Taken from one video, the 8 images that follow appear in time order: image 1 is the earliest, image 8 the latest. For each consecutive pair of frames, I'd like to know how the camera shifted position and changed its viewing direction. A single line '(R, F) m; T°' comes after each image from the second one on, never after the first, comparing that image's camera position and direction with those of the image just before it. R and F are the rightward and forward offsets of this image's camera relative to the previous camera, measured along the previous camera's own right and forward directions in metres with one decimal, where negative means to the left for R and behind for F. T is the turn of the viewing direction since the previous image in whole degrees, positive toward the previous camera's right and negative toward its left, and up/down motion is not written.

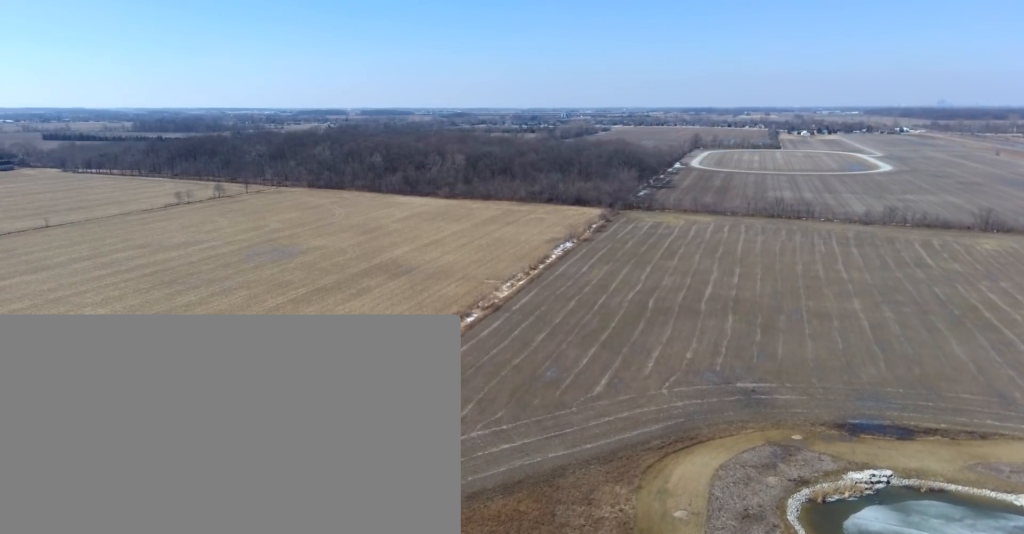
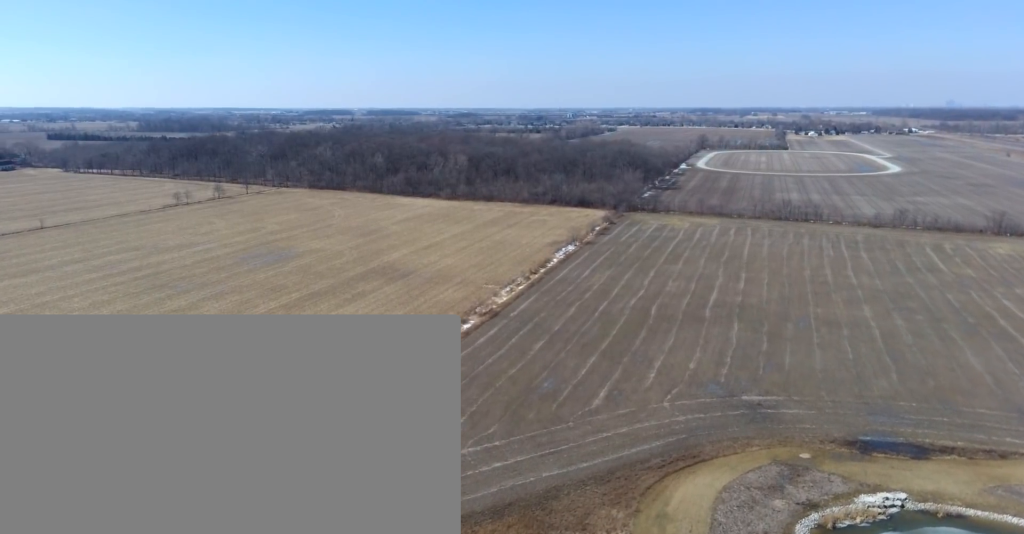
(0.0, +7.2) m; 0°
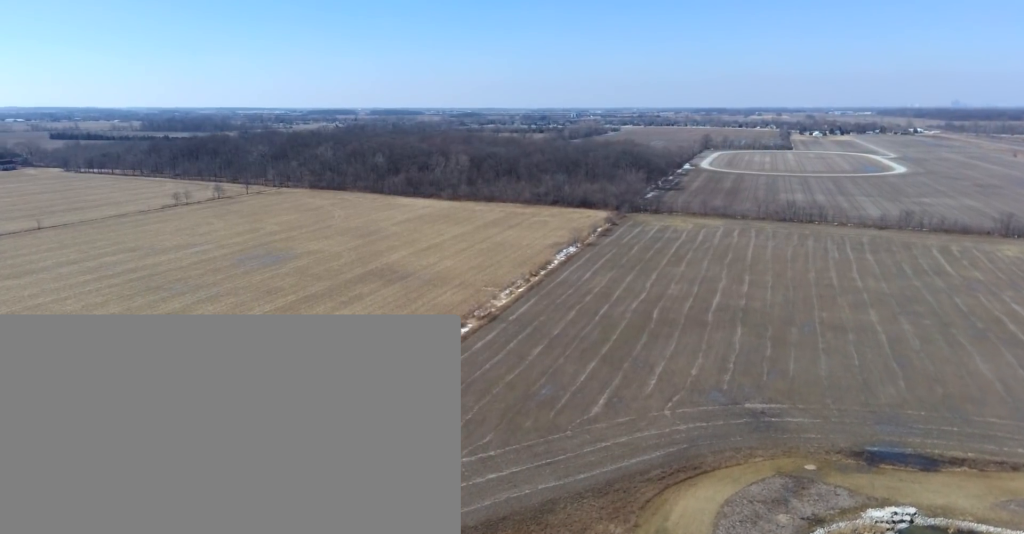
(0.0, +4.0) m; 0°
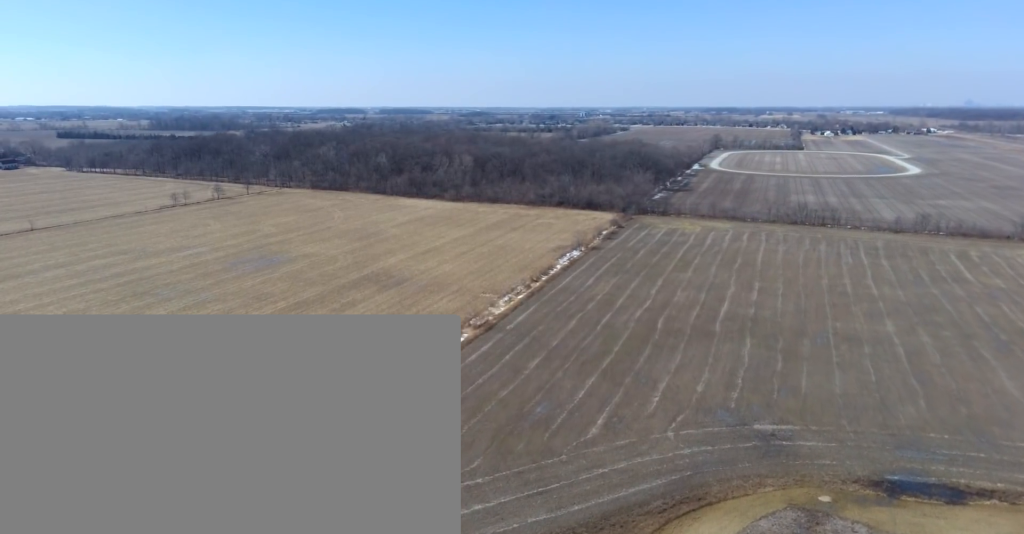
(0.0, +9.2) m; 0°
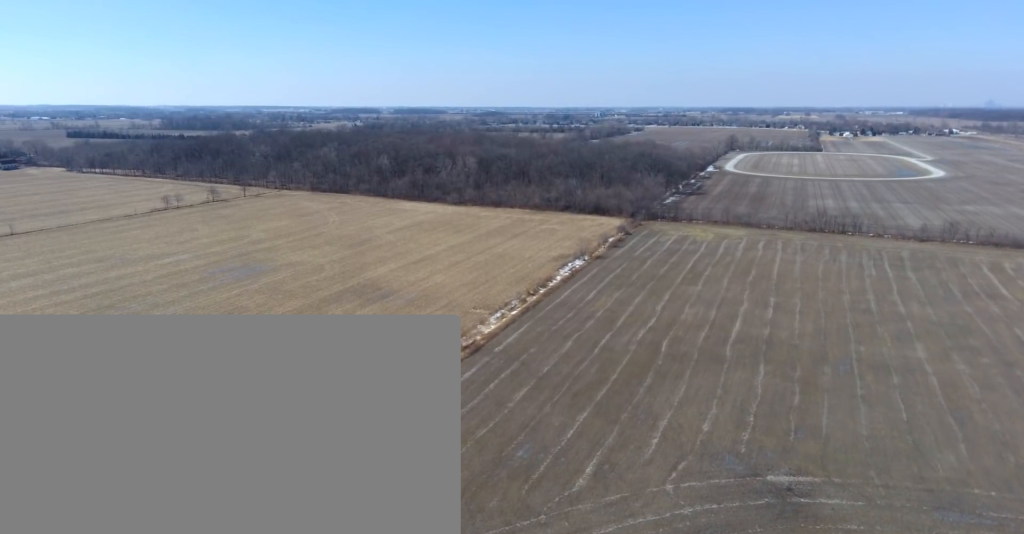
(+0.2, +16.9) m; +4°
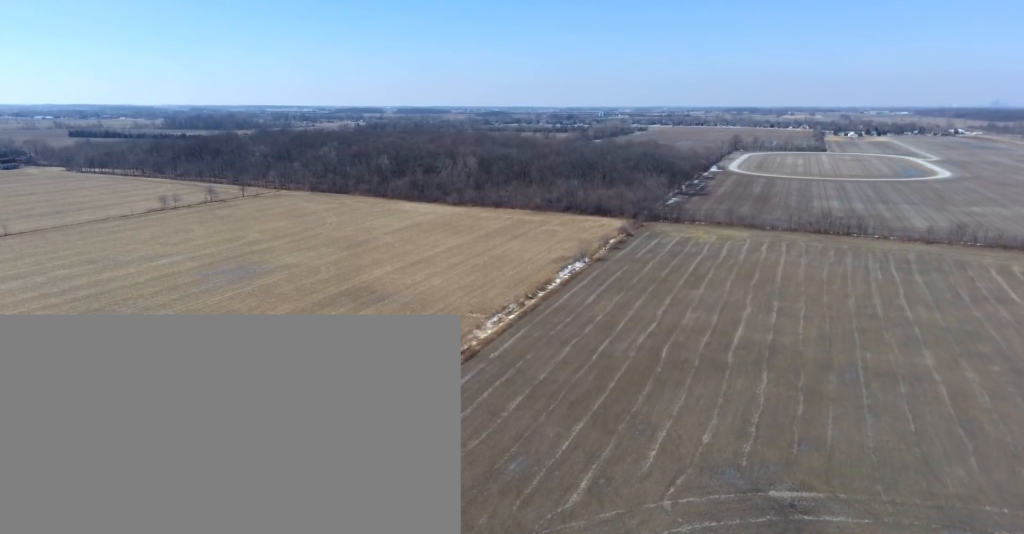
(+0.2, +4.5) m; +3°
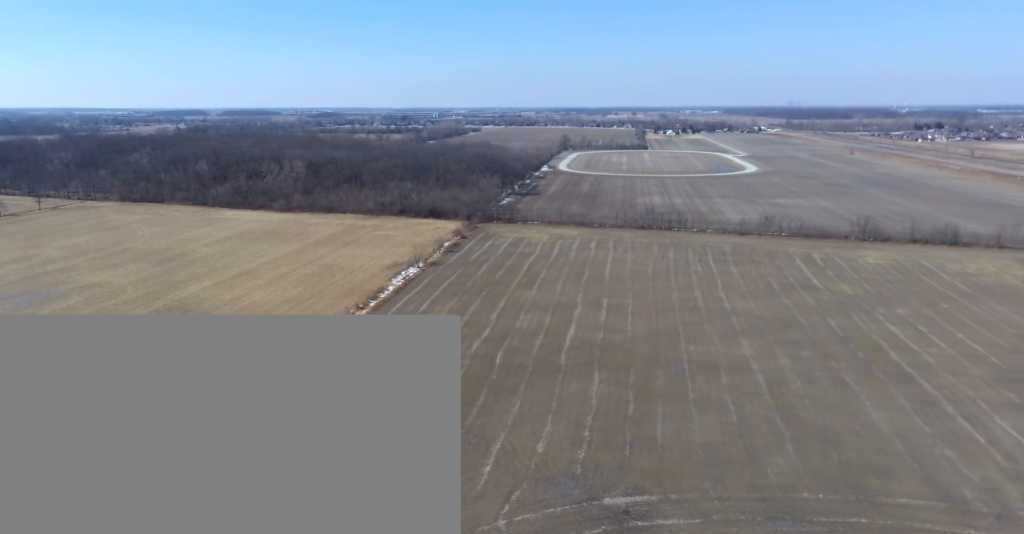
(+0.2, +7.2) m; +4°
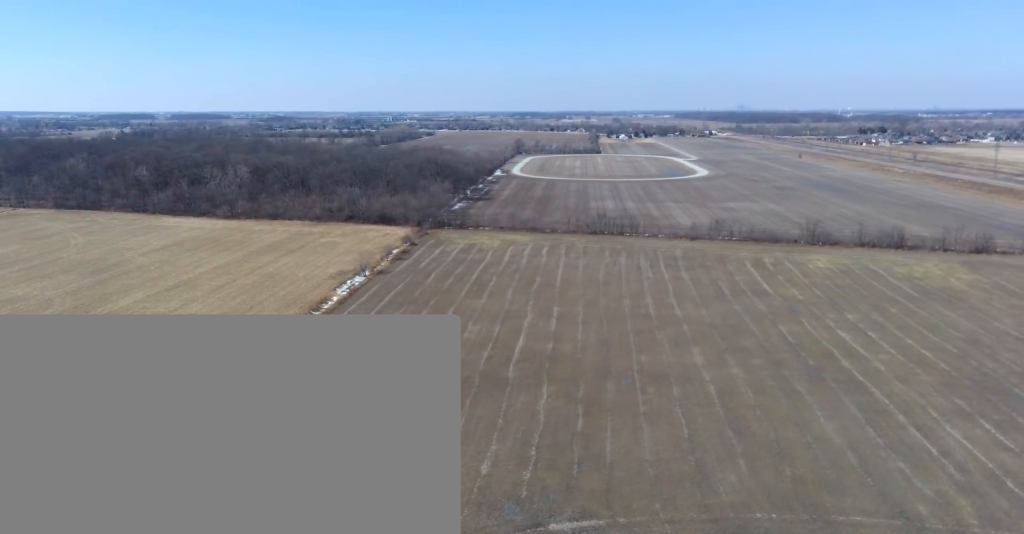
(+0.2, +6.4) m; +3°
